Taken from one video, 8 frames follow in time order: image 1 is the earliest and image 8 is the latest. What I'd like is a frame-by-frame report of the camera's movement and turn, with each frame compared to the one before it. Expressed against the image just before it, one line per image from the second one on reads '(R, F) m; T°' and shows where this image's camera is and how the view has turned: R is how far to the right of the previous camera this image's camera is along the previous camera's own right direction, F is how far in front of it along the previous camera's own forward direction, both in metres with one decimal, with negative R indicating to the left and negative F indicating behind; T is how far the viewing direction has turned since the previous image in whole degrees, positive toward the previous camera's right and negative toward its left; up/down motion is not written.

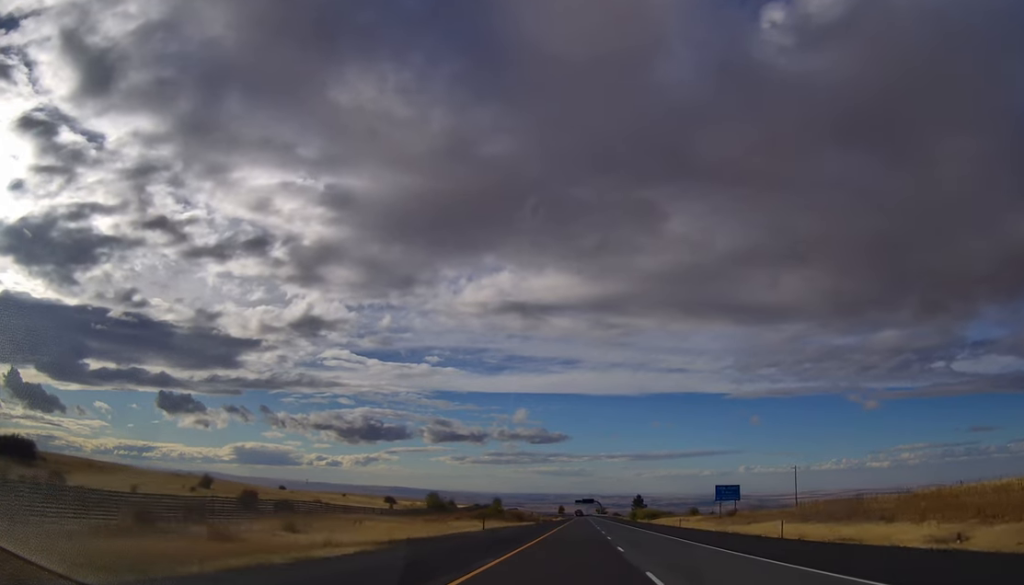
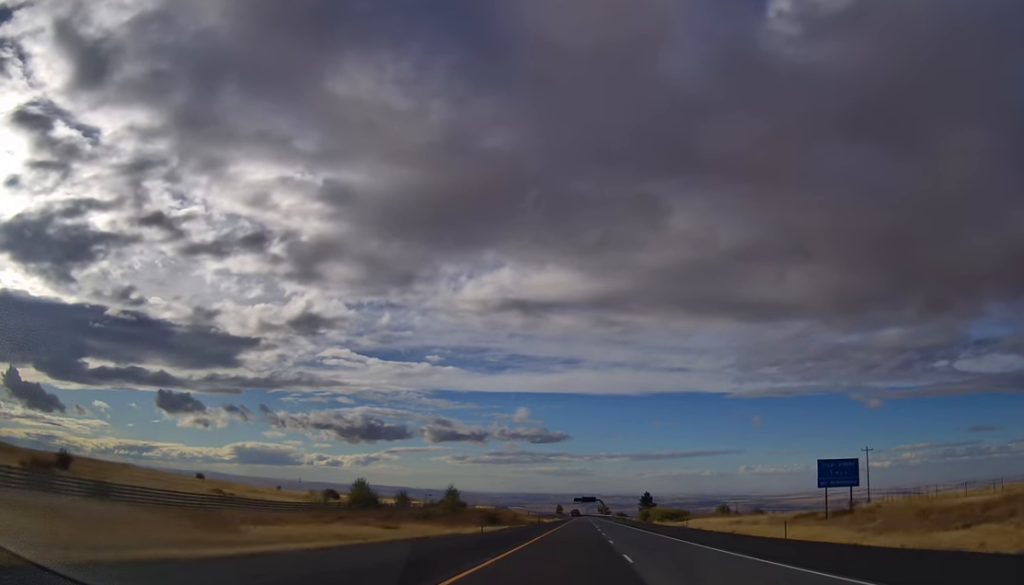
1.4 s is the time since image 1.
(-1.1, +42.8) m; -1°
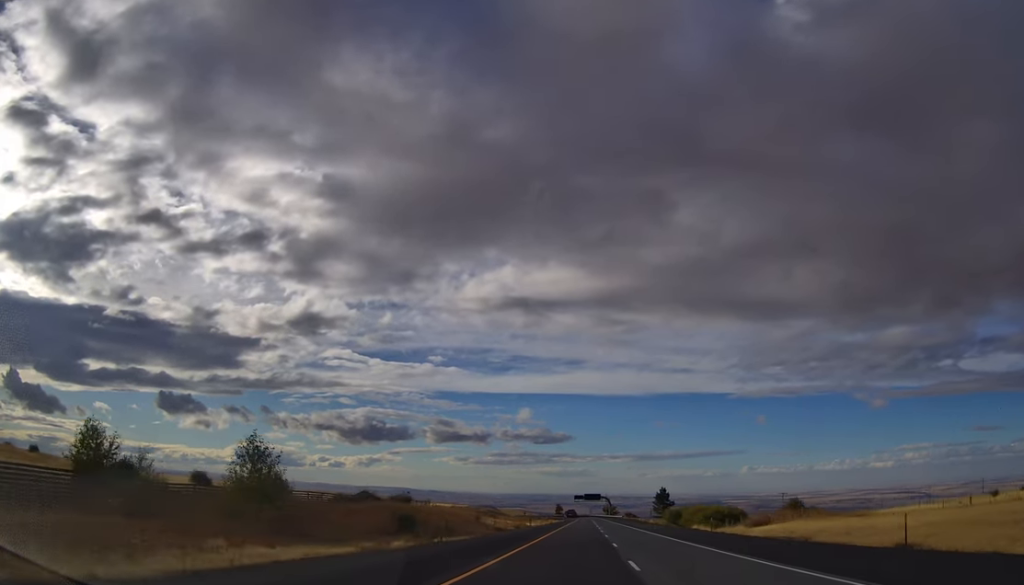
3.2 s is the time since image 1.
(+0.6, +51.7) m; 0°
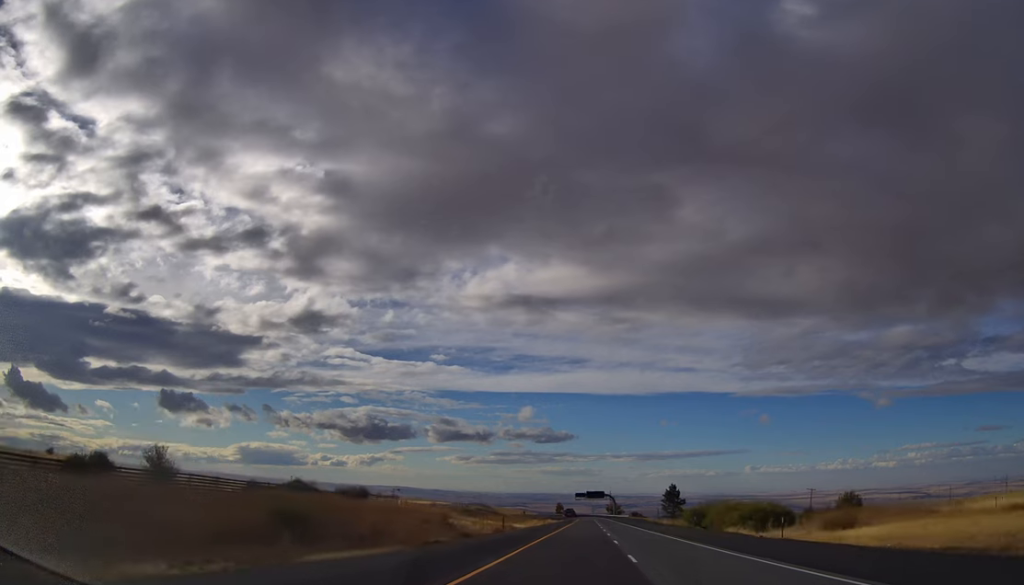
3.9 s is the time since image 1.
(-0.2, +21.7) m; +1°
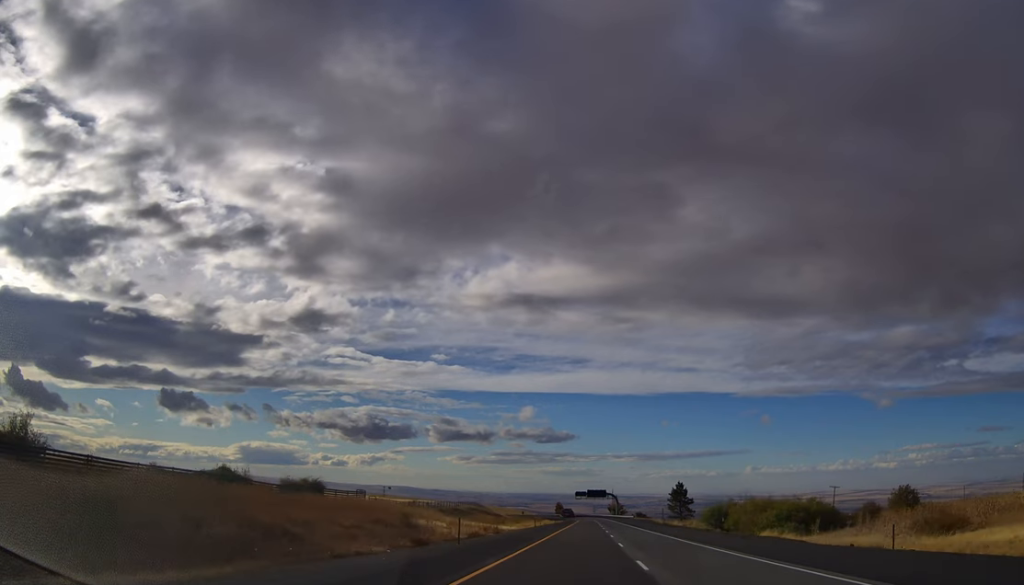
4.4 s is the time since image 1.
(+0.1, +14.8) m; 0°
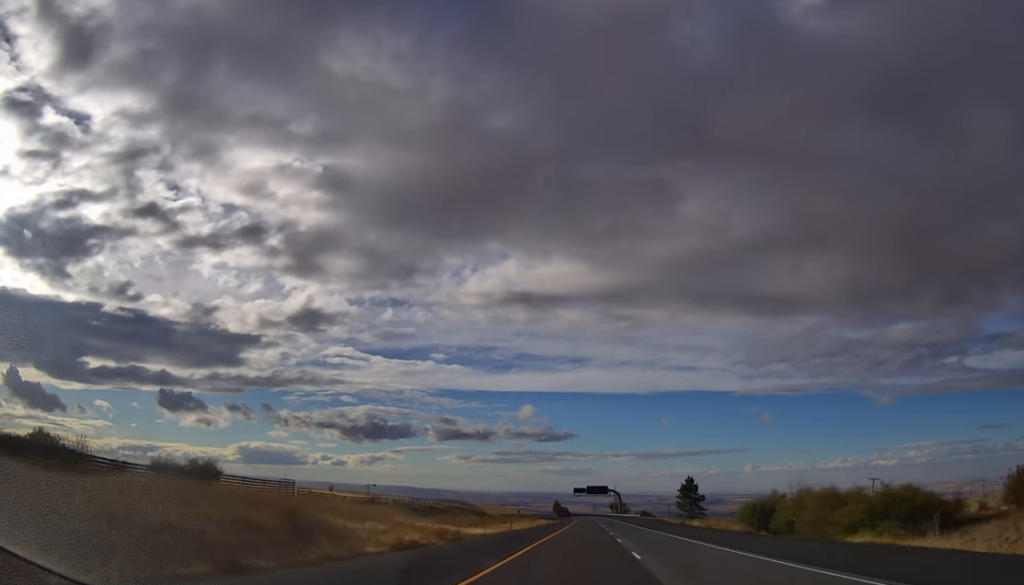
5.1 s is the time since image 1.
(+0.4, +20.7) m; 0°
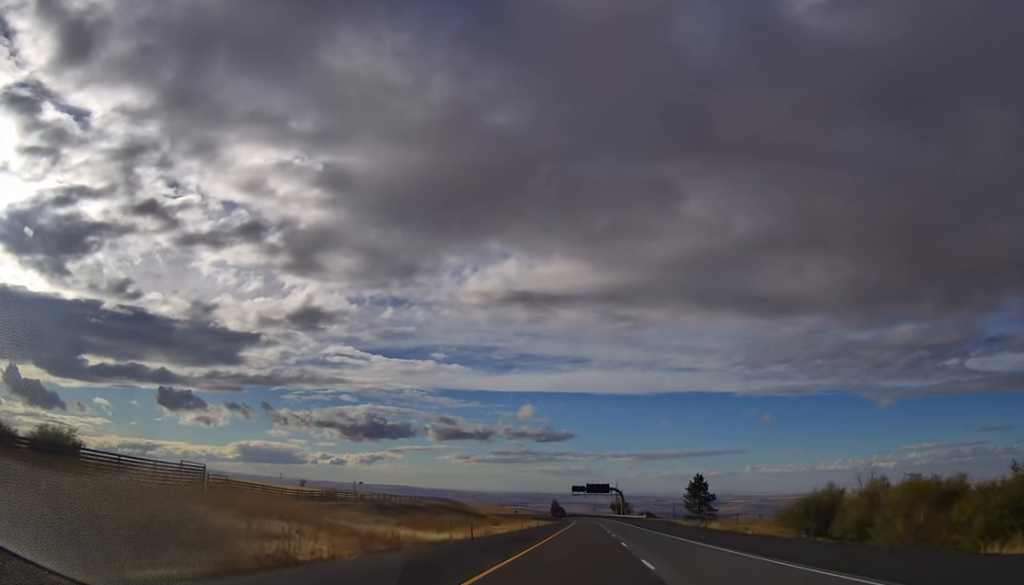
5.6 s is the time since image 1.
(-0.2, +15.9) m; 0°
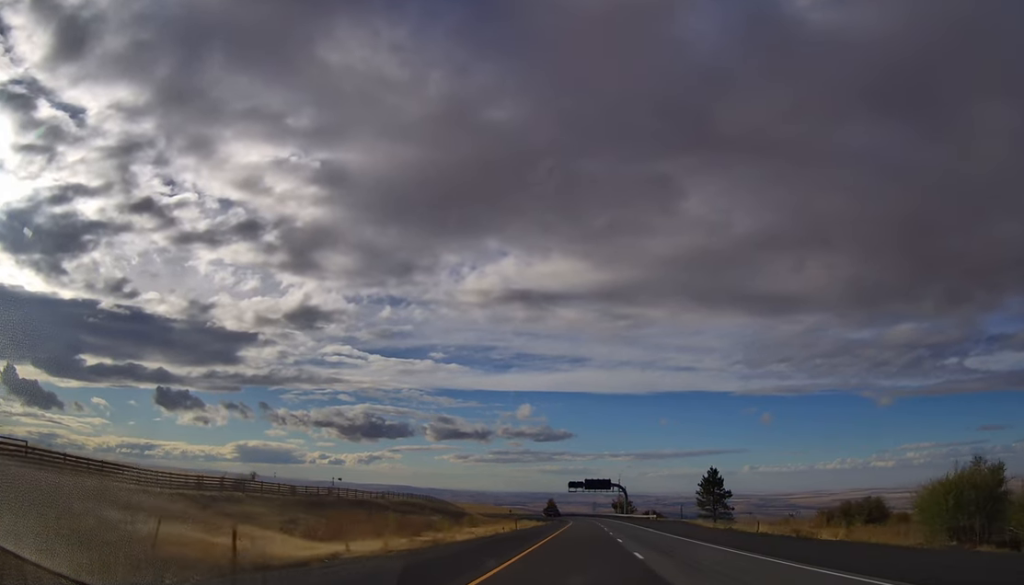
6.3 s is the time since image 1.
(-0.2, +20.8) m; 0°
